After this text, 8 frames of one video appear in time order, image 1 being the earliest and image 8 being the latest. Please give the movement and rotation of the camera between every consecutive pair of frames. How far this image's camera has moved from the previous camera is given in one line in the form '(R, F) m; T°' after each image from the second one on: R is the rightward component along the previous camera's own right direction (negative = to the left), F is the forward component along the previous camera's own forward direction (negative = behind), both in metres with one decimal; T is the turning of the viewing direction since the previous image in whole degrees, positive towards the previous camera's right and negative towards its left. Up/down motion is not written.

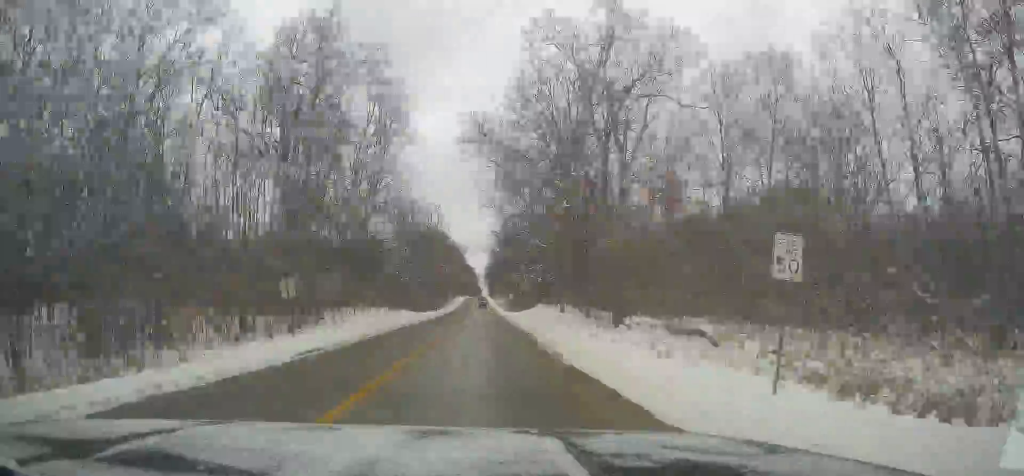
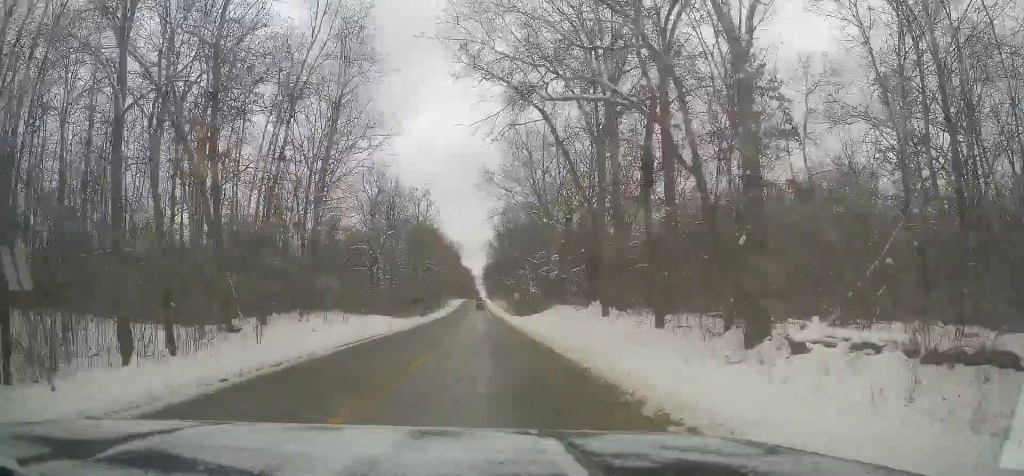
(-0.2, +15.0) m; 0°
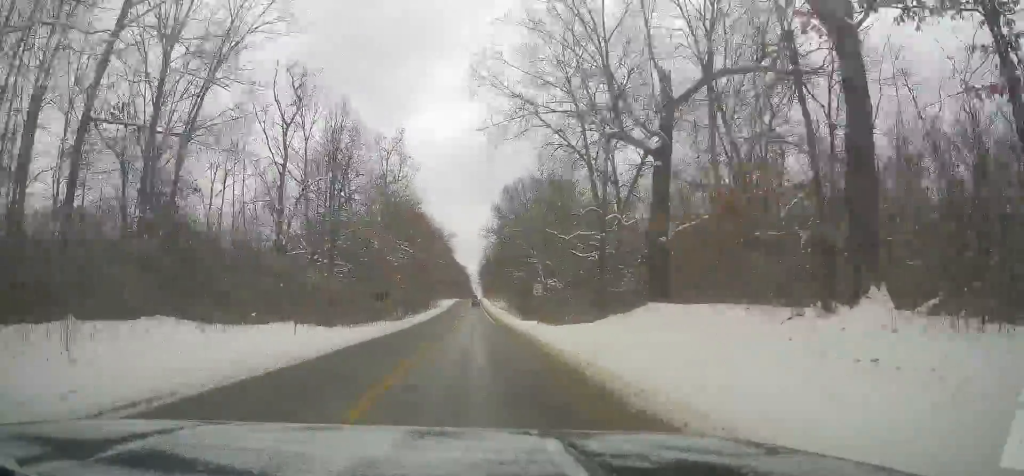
(+0.2, +26.3) m; +1°
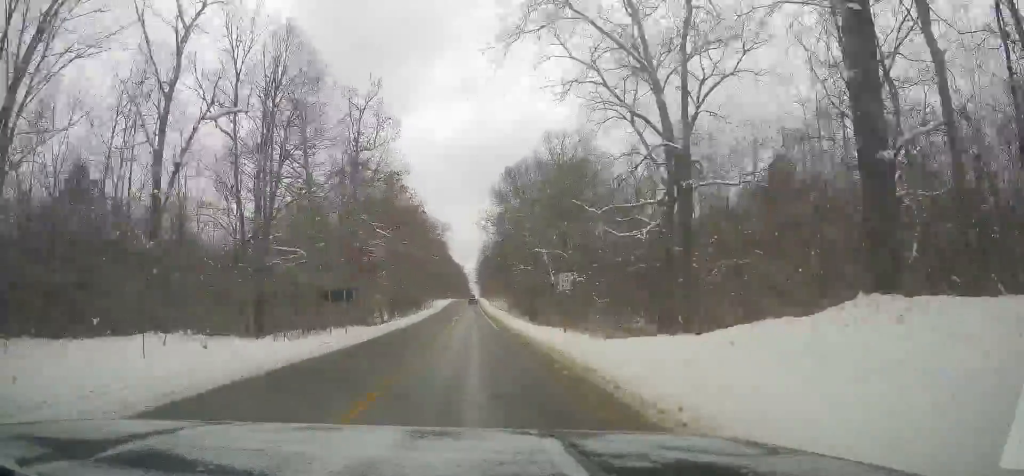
(+0.2, +12.8) m; 0°
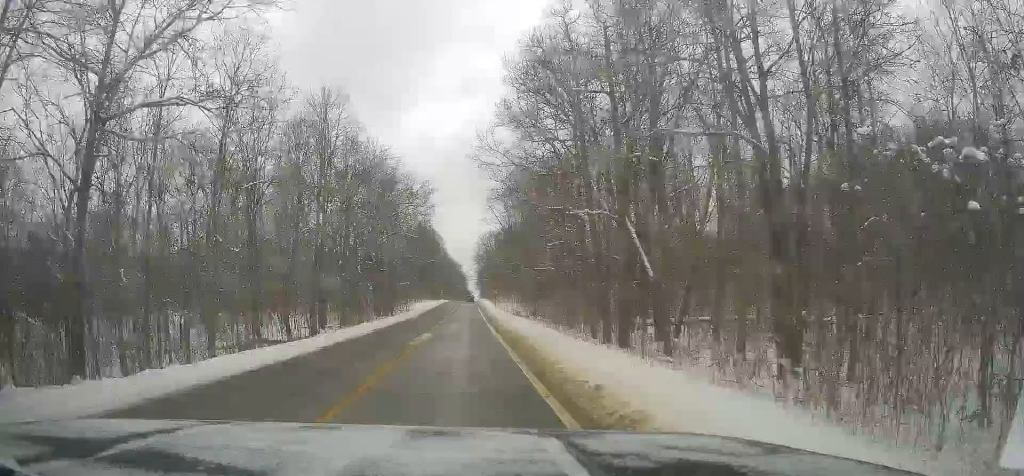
(-0.6, +40.7) m; 0°
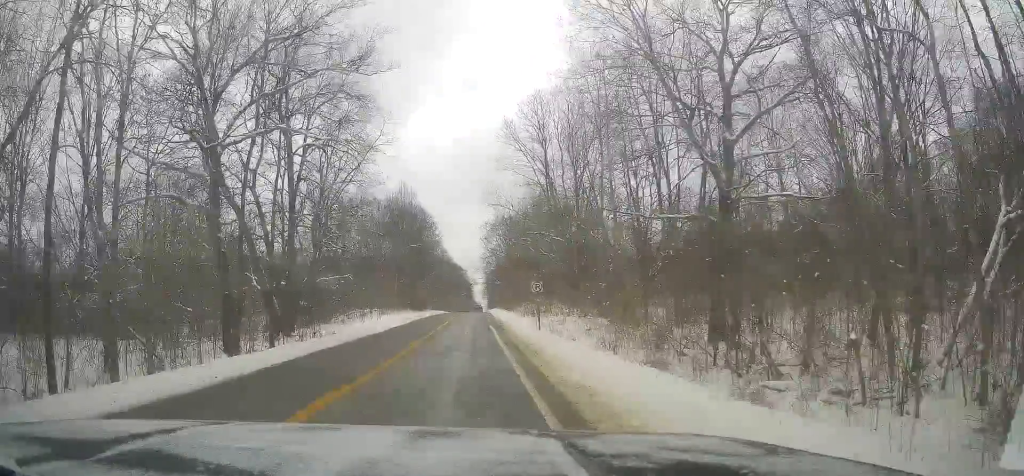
(+1.2, +50.6) m; +1°
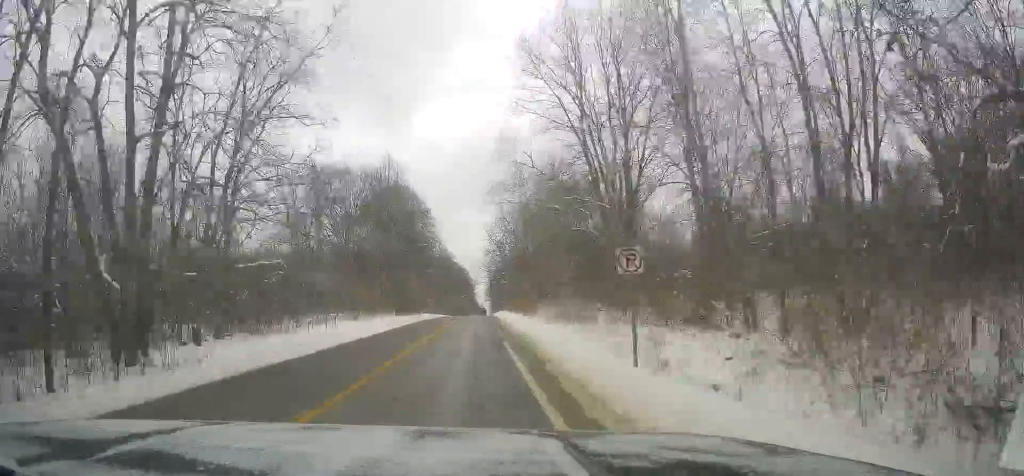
(-0.3, +18.5) m; 0°
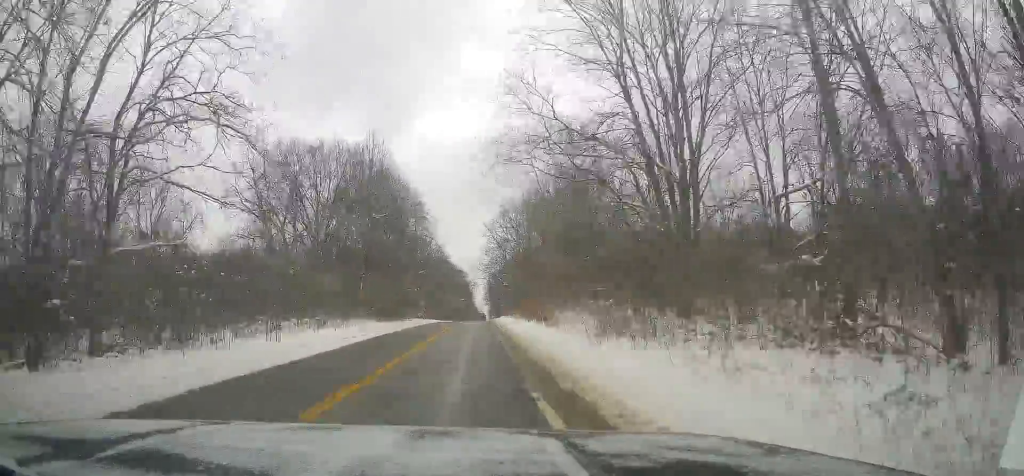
(-0.3, +11.2) m; 0°
